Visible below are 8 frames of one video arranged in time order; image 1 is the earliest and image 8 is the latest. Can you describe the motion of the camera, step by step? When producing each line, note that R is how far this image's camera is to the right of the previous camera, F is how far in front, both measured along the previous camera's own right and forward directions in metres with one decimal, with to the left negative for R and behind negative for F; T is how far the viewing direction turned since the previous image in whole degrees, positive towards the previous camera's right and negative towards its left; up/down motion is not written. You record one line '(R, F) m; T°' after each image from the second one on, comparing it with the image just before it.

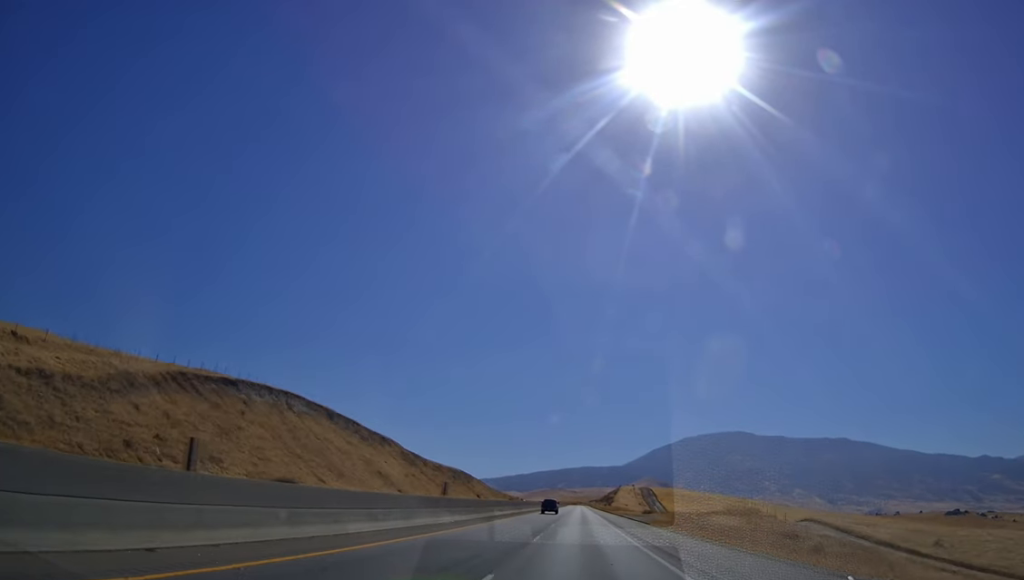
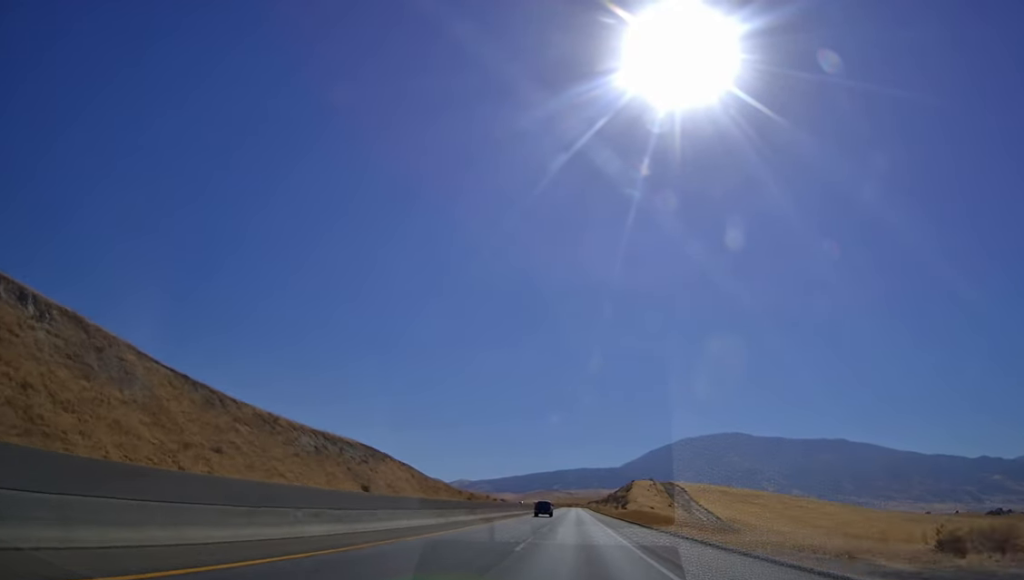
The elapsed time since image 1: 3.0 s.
(0.0, +90.2) m; 0°
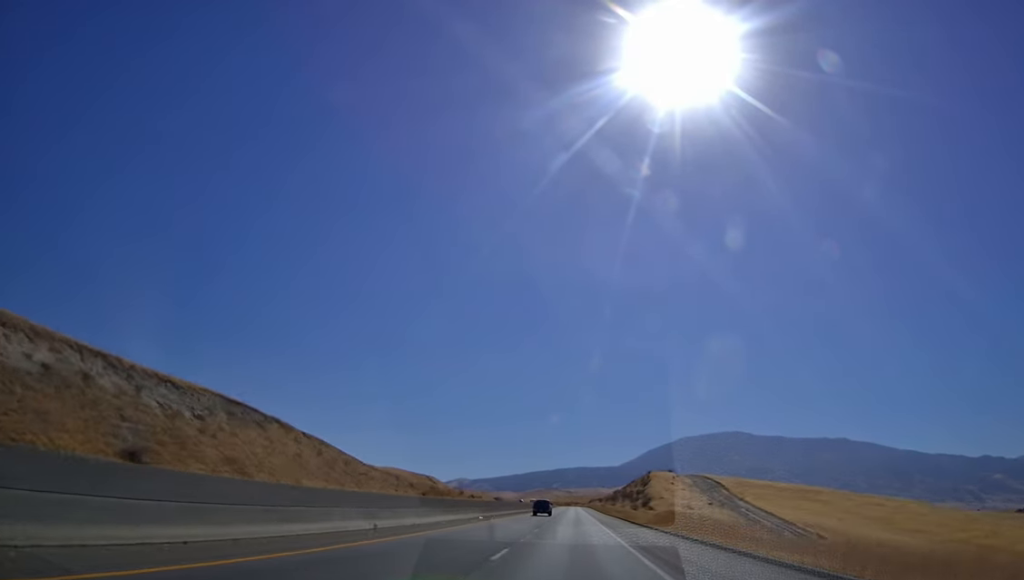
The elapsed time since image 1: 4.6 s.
(+0.1, +47.8) m; 0°
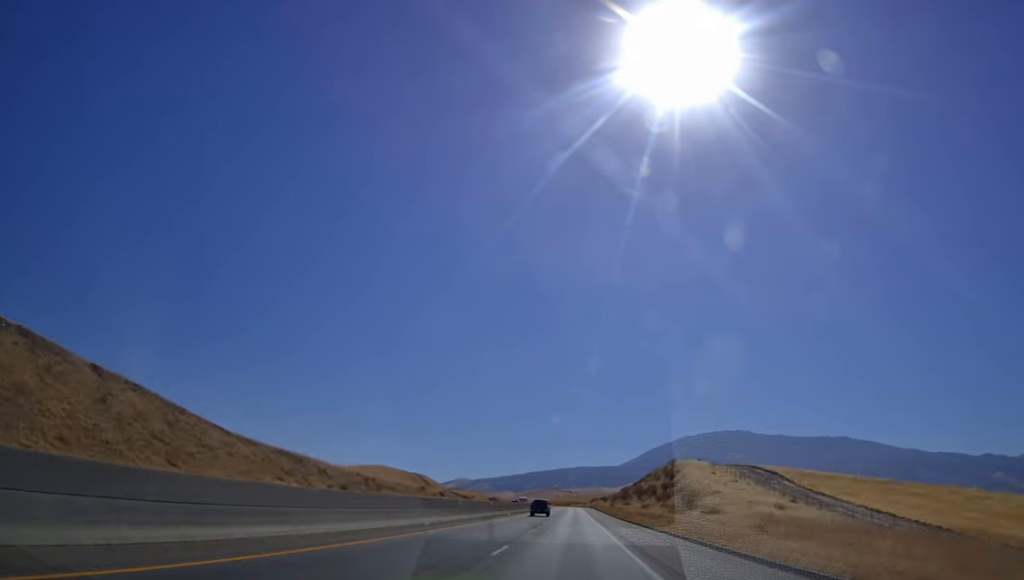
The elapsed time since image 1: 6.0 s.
(-0.3, +41.7) m; +1°
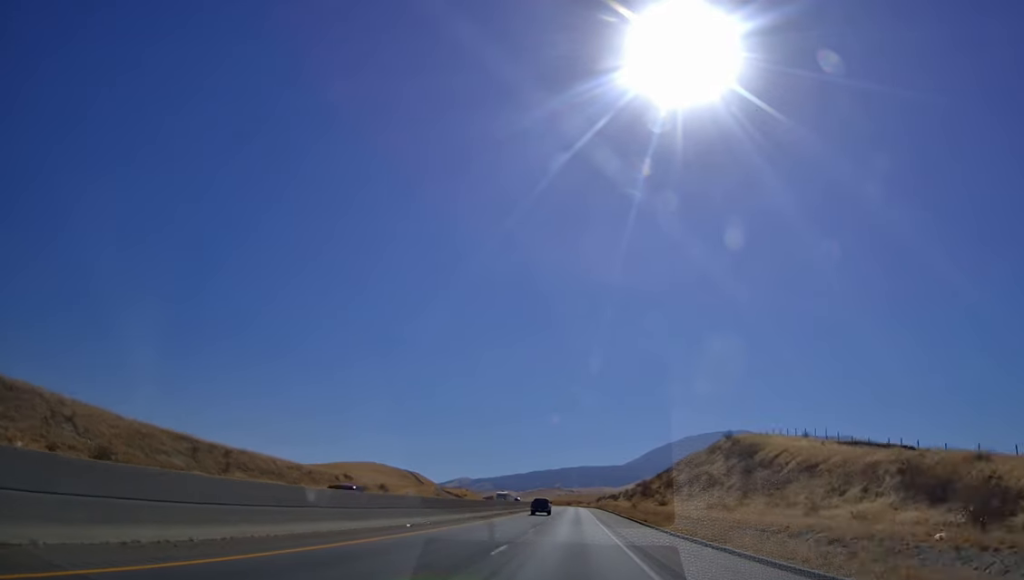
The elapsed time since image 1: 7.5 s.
(+0.2, +43.6) m; 0°
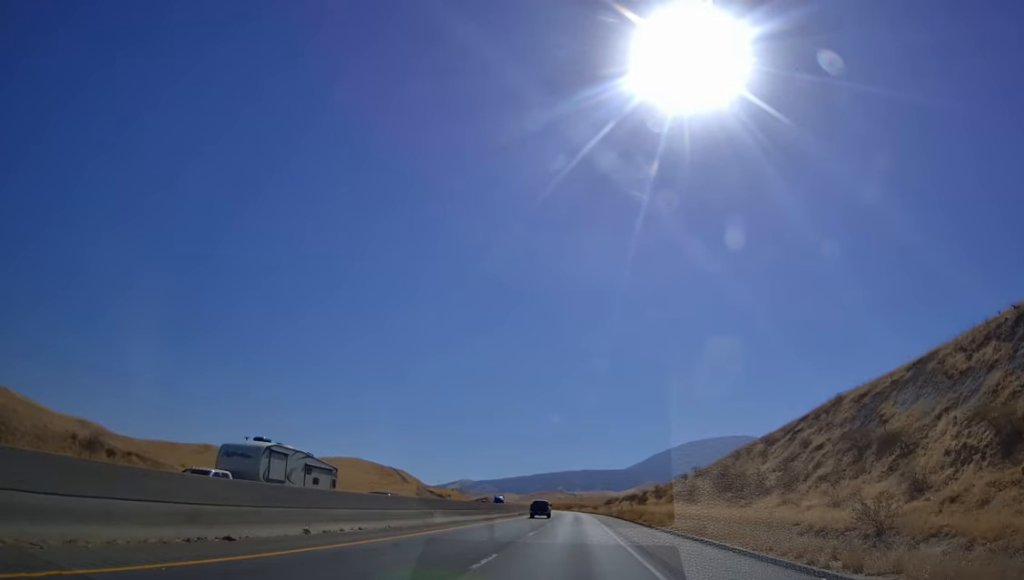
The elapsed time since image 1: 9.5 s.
(+0.5, +61.2) m; 0°
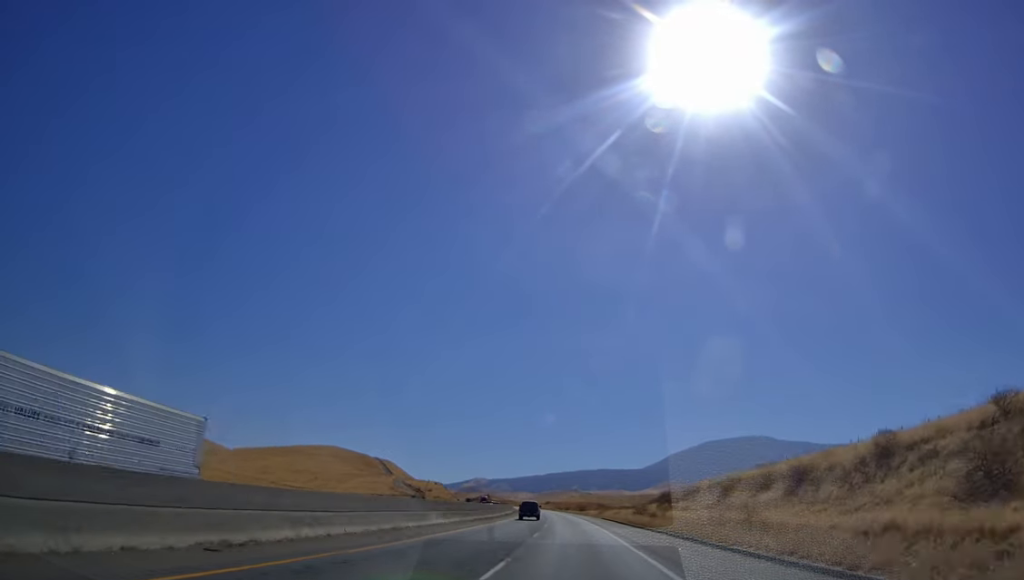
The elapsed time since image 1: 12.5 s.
(-1.6, +88.7) m; -1°
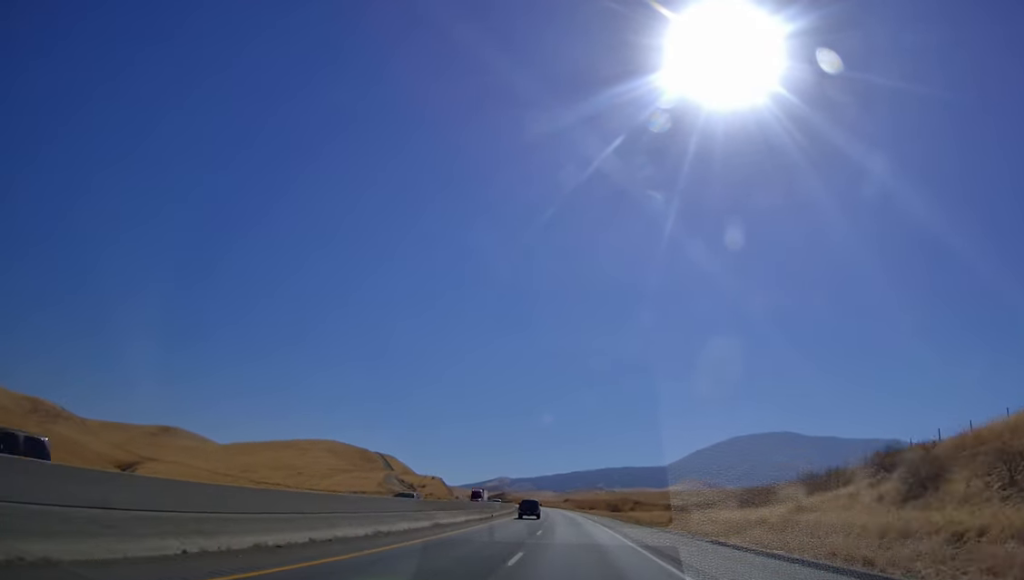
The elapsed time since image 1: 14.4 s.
(+0.2, +54.9) m; -1°
